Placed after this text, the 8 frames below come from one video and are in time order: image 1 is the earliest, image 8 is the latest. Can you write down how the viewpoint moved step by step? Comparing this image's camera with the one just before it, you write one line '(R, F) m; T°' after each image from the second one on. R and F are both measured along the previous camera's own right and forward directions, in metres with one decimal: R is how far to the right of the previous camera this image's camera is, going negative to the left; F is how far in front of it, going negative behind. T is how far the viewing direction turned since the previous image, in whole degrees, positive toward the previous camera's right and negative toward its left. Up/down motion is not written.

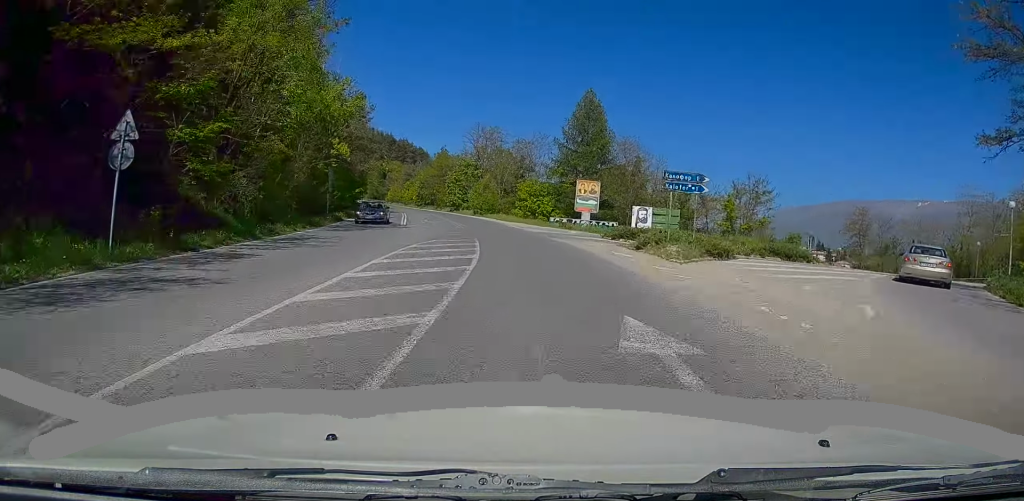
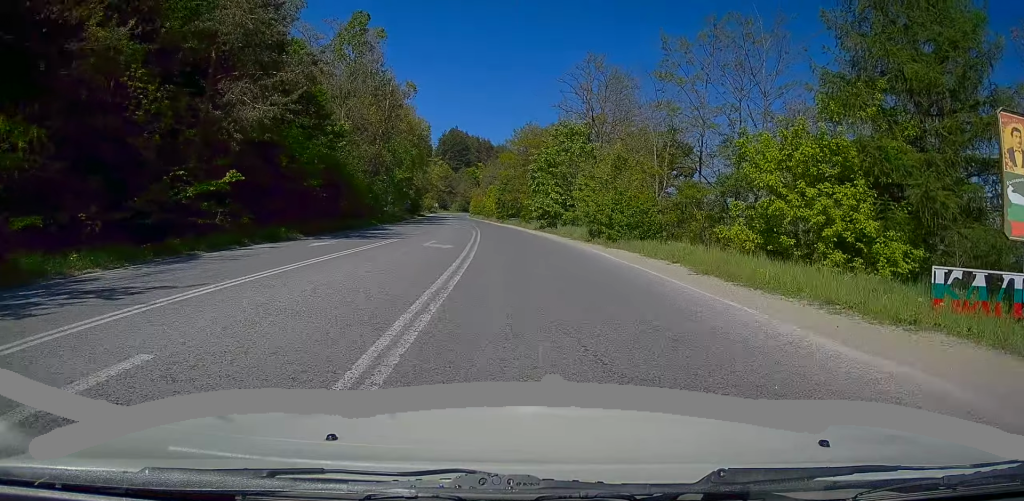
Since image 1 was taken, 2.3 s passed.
(-2.3, +41.8) m; -7°
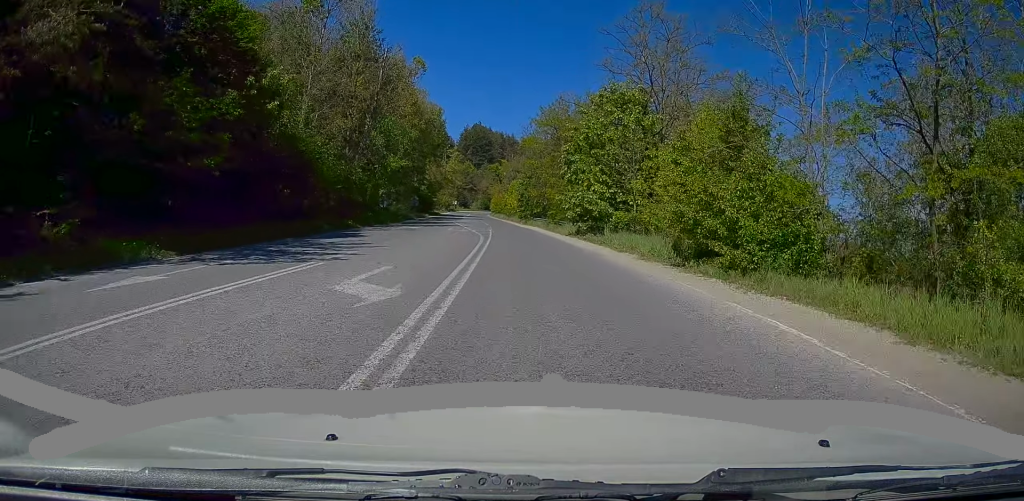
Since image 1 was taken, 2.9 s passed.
(-0.3, +11.7) m; -2°
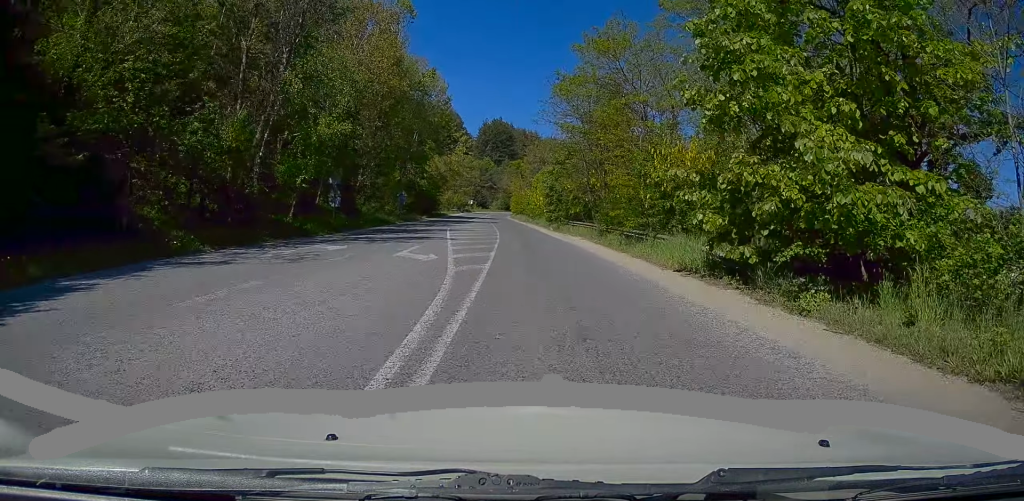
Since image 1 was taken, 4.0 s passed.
(-0.5, +19.3) m; -3°
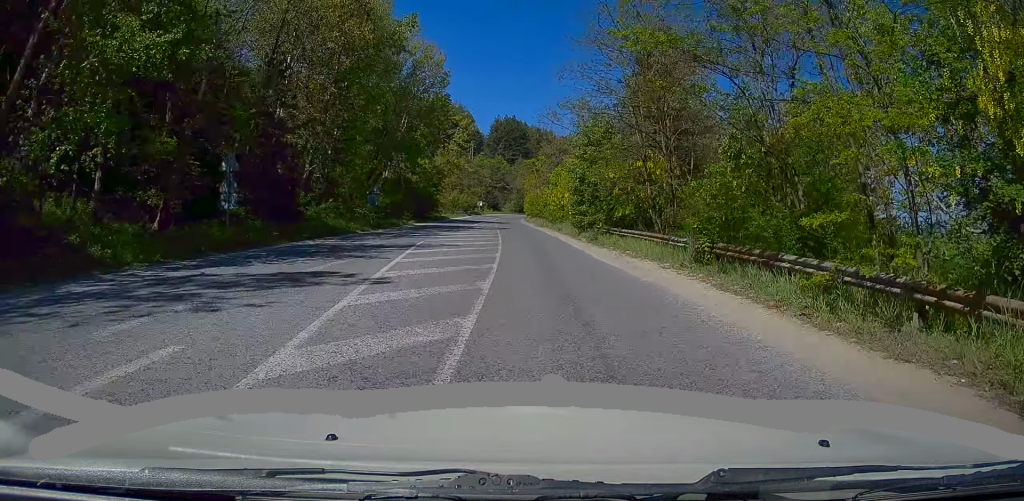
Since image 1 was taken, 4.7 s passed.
(-0.2, +13.9) m; -2°
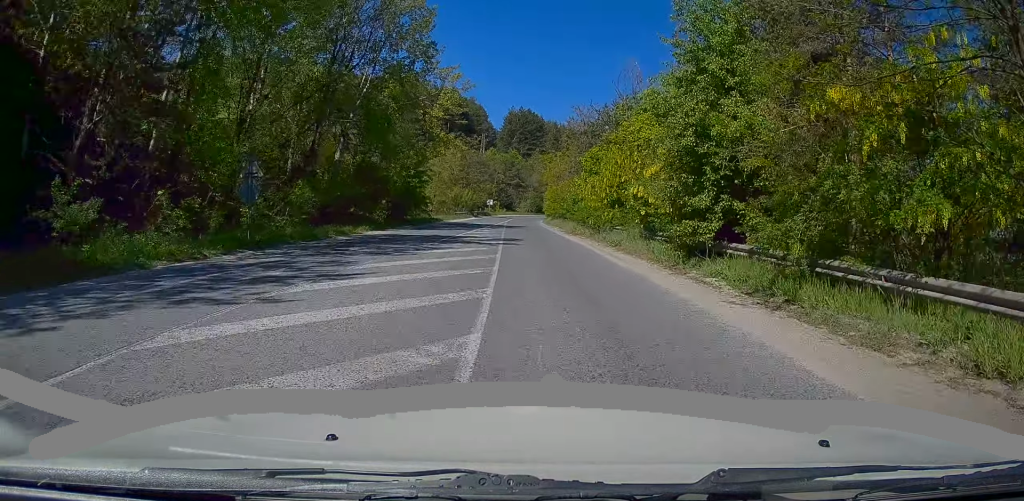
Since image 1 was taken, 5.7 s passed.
(-0.4, +18.5) m; -3°
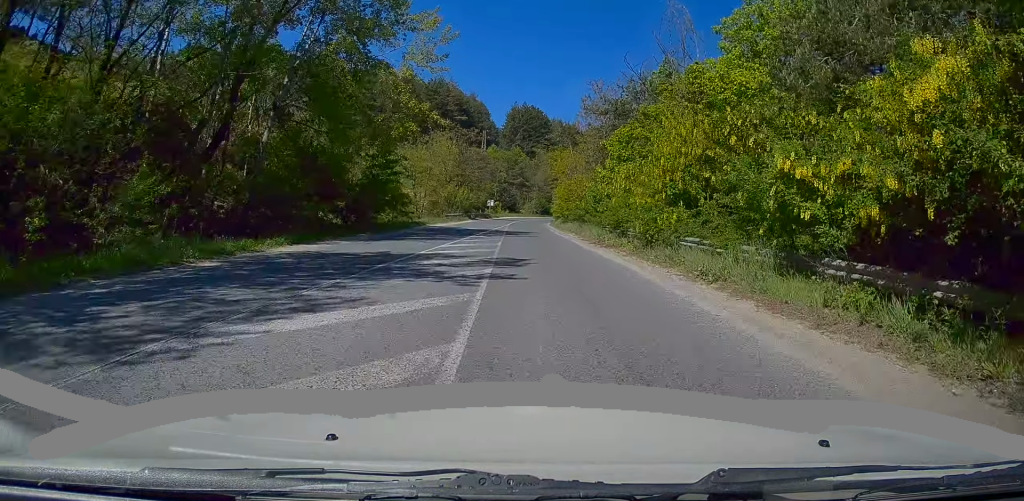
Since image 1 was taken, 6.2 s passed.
(-0.1, +10.9) m; -1°
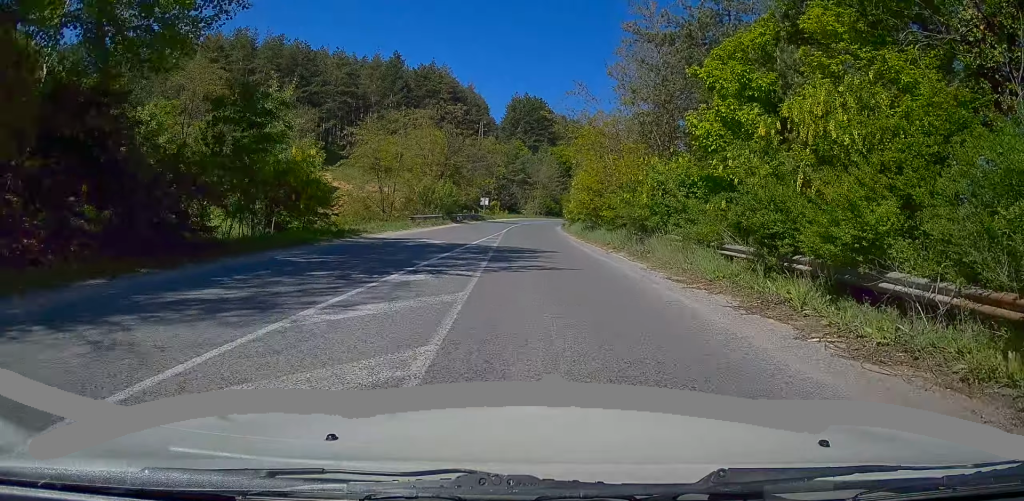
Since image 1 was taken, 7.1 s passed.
(-0.4, +17.5) m; -2°
